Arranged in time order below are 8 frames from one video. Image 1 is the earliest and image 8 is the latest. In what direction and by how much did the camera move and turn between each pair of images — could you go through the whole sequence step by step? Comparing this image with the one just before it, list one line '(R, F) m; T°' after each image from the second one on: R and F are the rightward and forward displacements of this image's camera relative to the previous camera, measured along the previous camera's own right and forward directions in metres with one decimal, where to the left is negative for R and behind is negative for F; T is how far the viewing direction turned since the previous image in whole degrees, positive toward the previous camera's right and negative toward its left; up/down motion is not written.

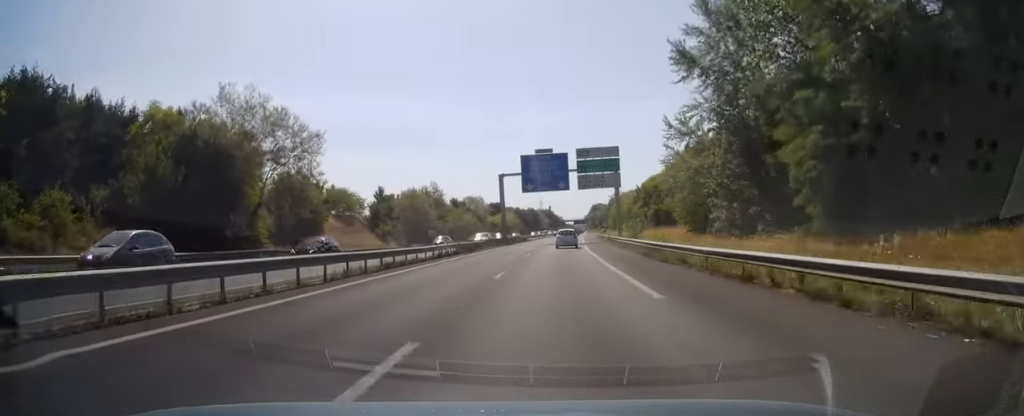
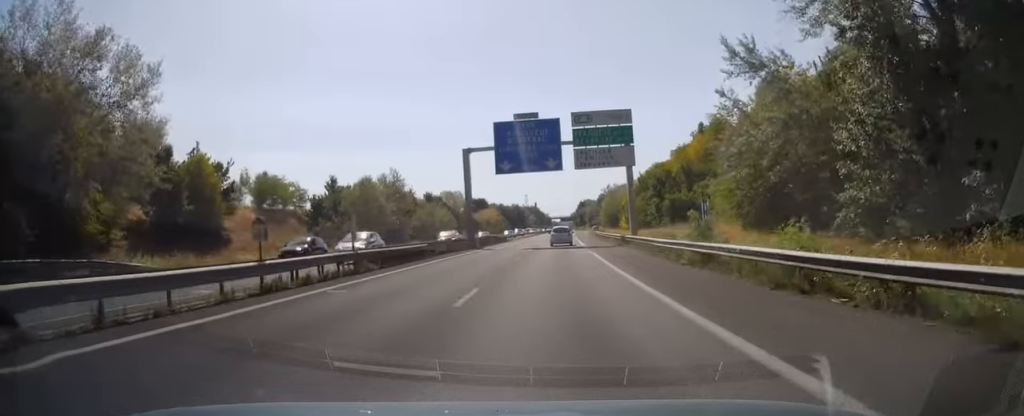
(+0.4, +19.9) m; +1°
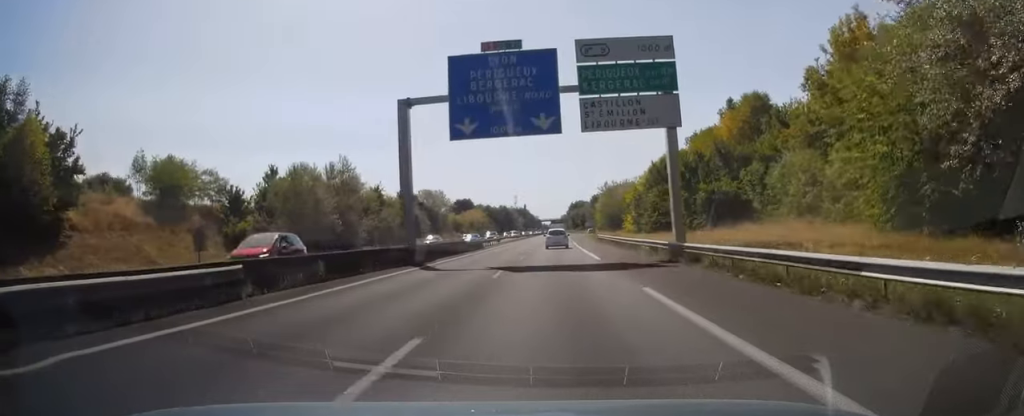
(+0.1, +19.4) m; +1°
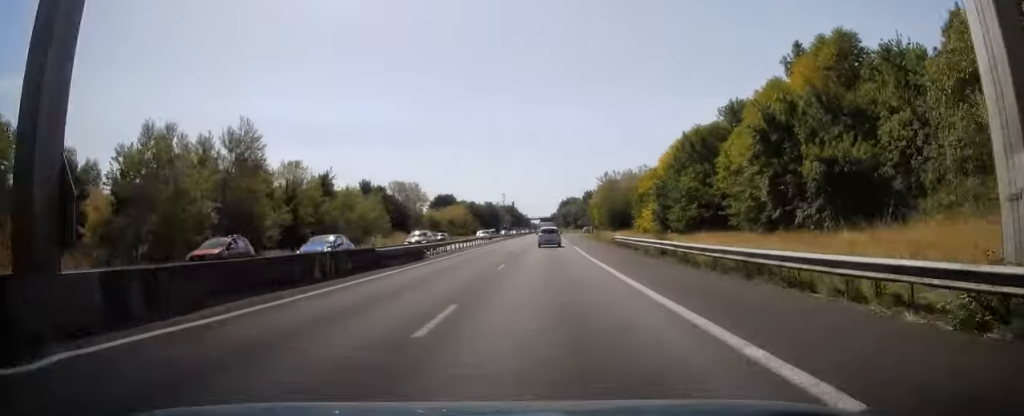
(+0.3, +22.9) m; +1°
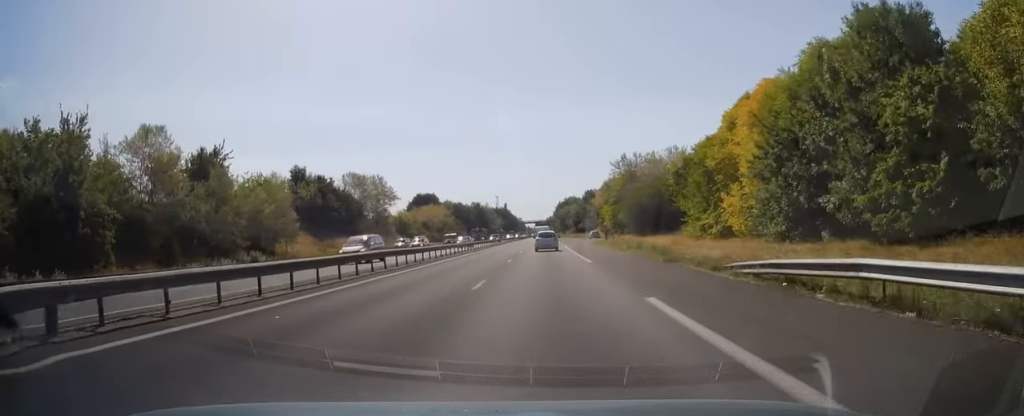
(+0.6, +33.2) m; +1°
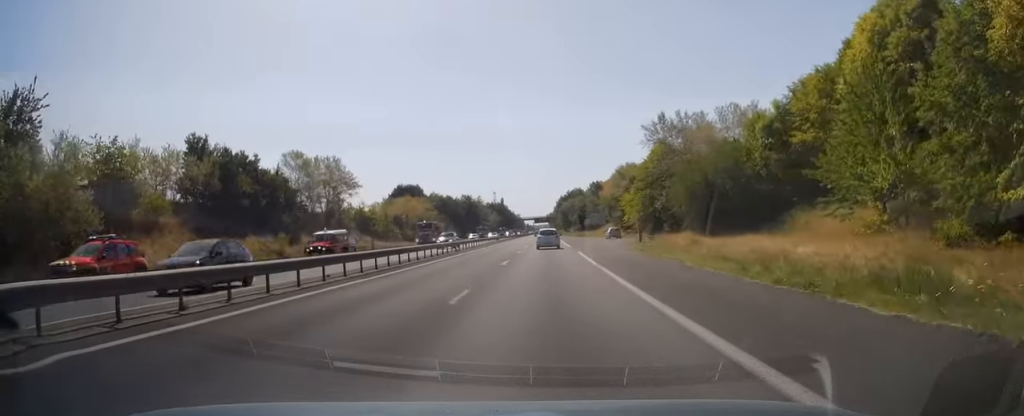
(0.0, +29.6) m; 0°
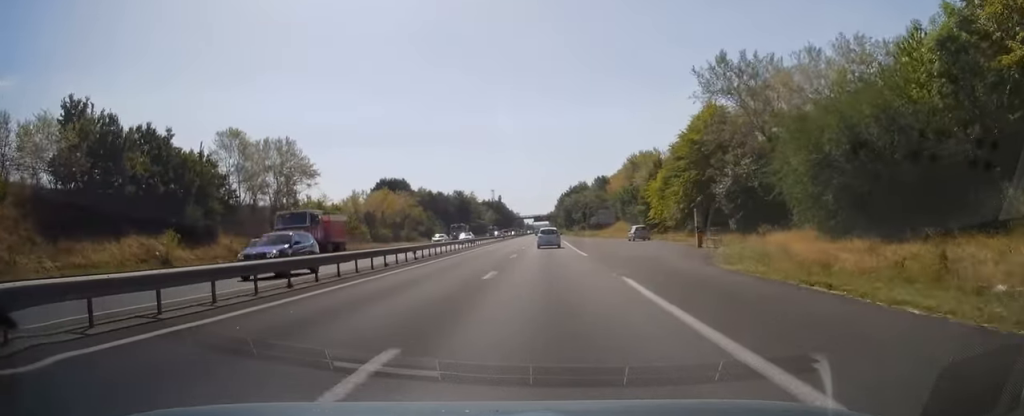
(0.0, +20.9) m; 0°
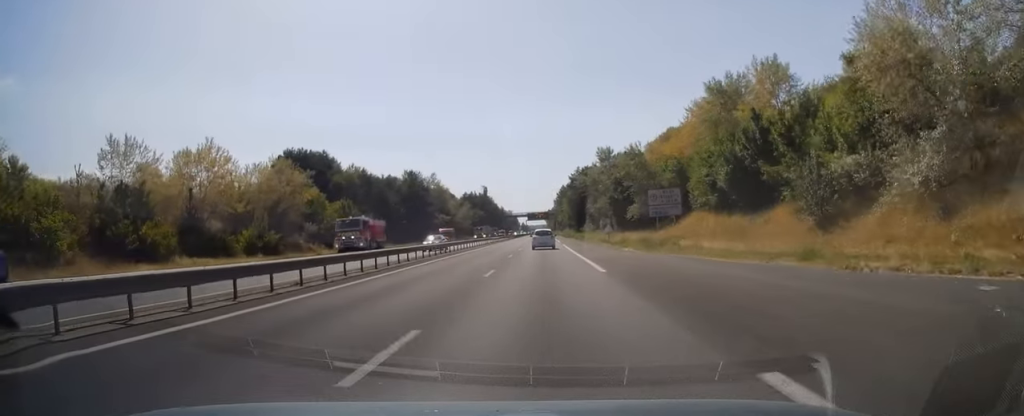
(+0.3, +65.4) m; 0°
